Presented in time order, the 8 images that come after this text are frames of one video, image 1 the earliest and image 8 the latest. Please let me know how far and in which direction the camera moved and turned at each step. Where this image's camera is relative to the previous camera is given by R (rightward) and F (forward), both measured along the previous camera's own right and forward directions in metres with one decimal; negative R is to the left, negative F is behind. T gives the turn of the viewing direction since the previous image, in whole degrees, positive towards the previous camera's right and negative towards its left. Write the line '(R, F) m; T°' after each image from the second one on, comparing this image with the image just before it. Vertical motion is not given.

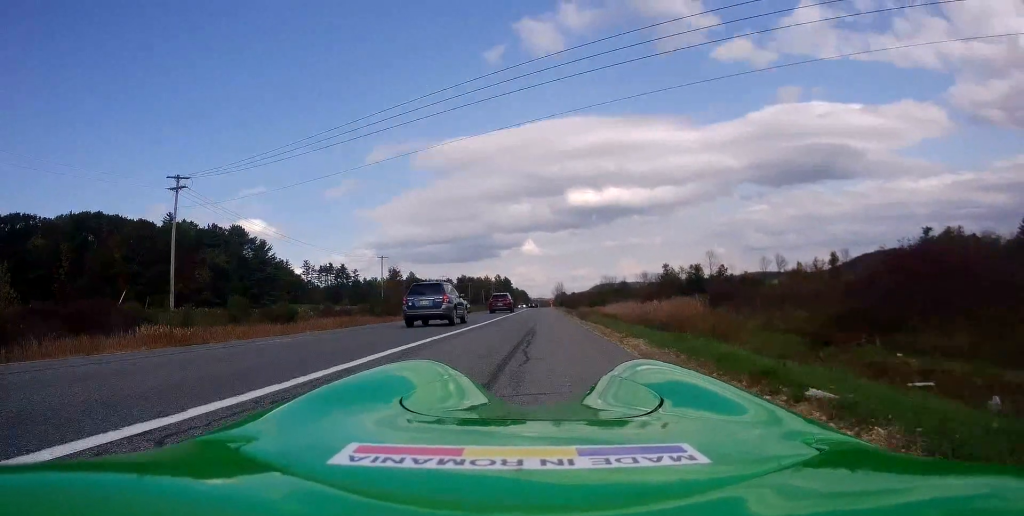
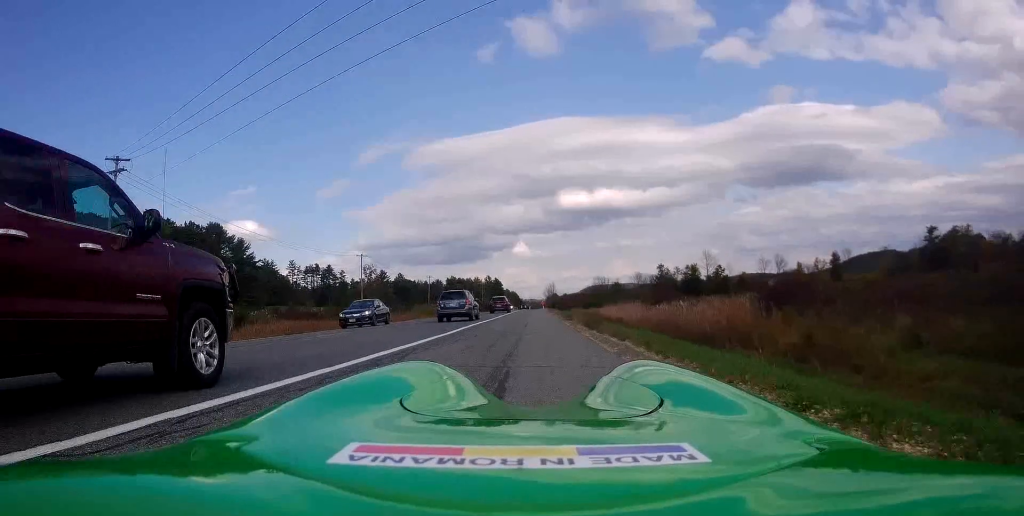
(+0.2, +8.5) m; 0°
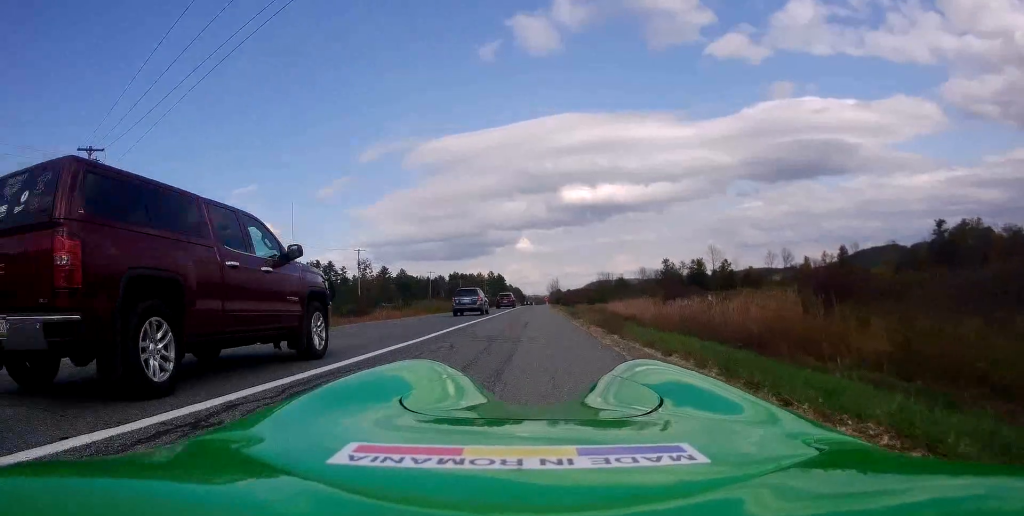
(-0.2, +4.3) m; +1°
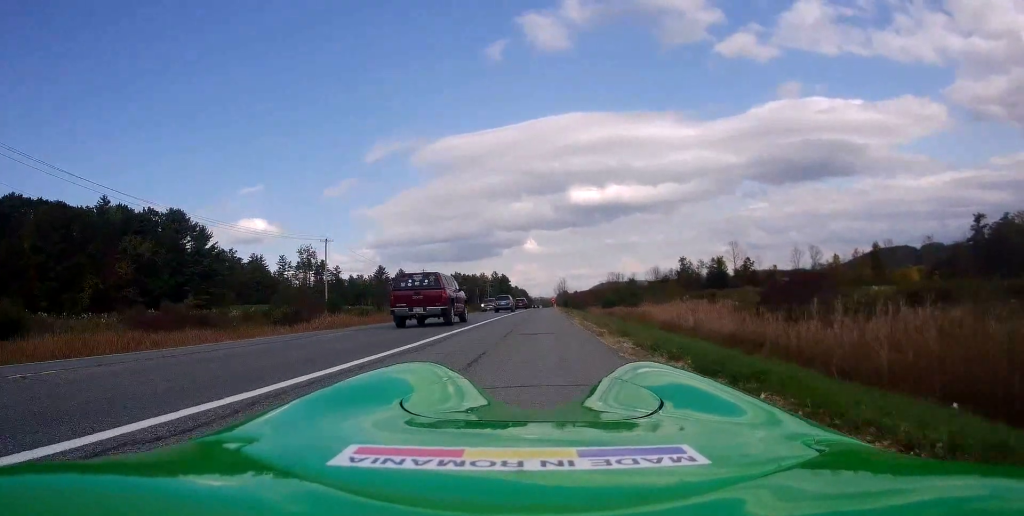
(-0.4, +20.8) m; -1°
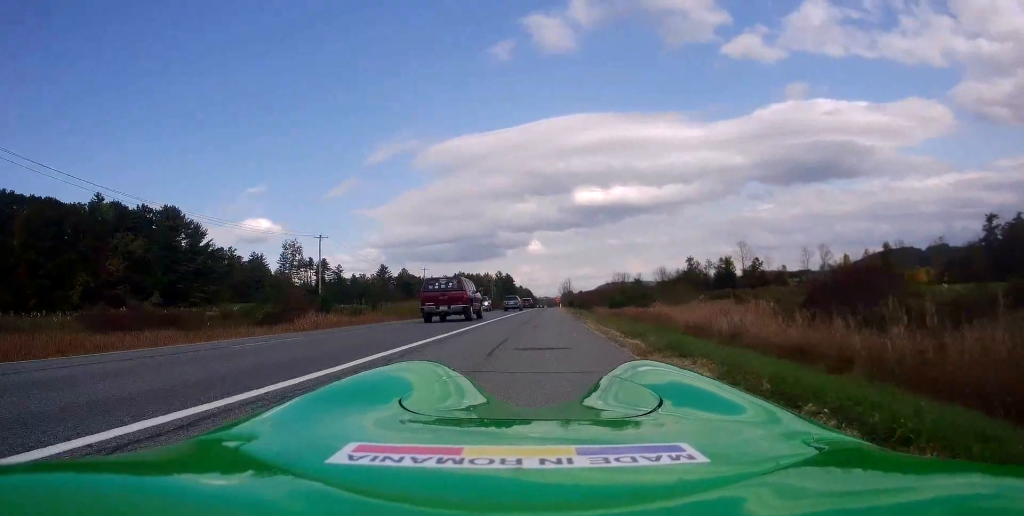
(+0.2, +4.6) m; +1°
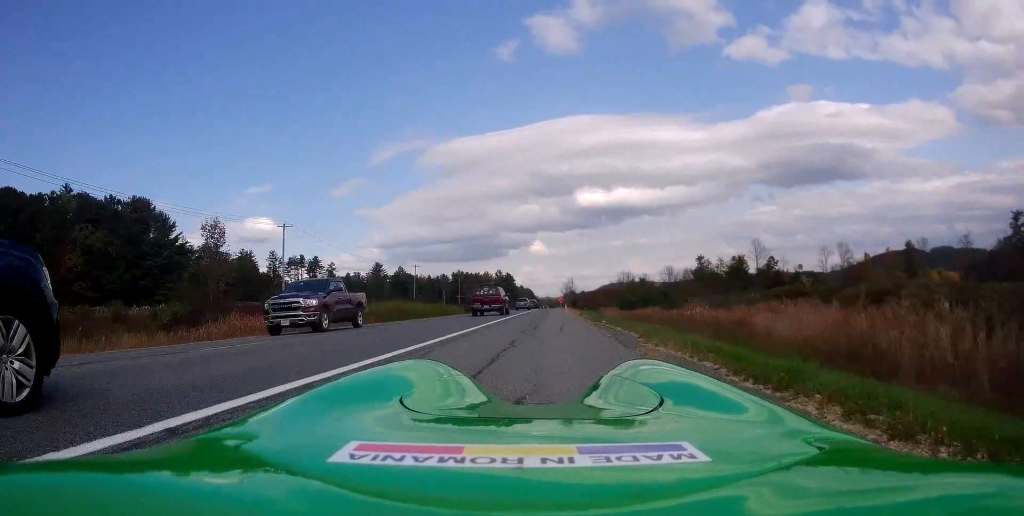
(+0.1, +13.7) m; 0°
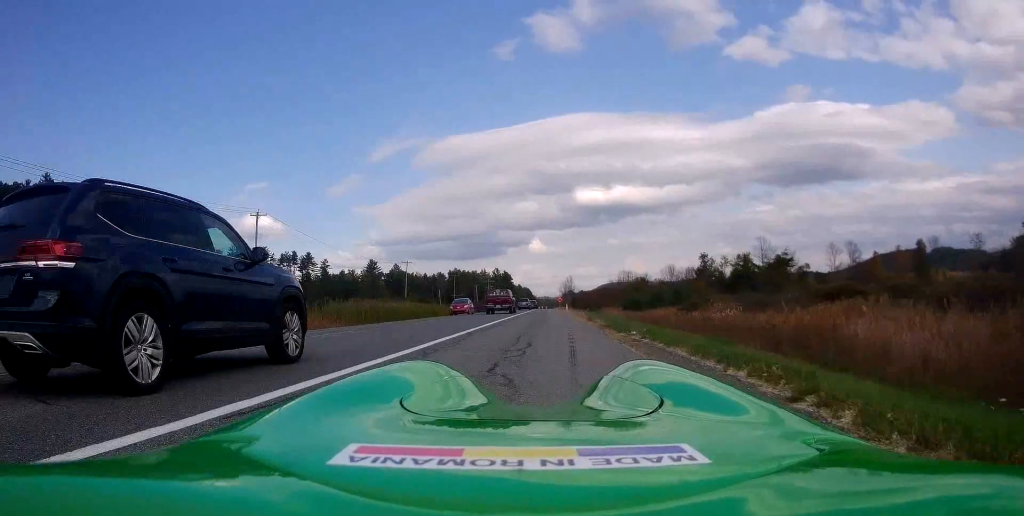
(+0.1, +7.2) m; +1°
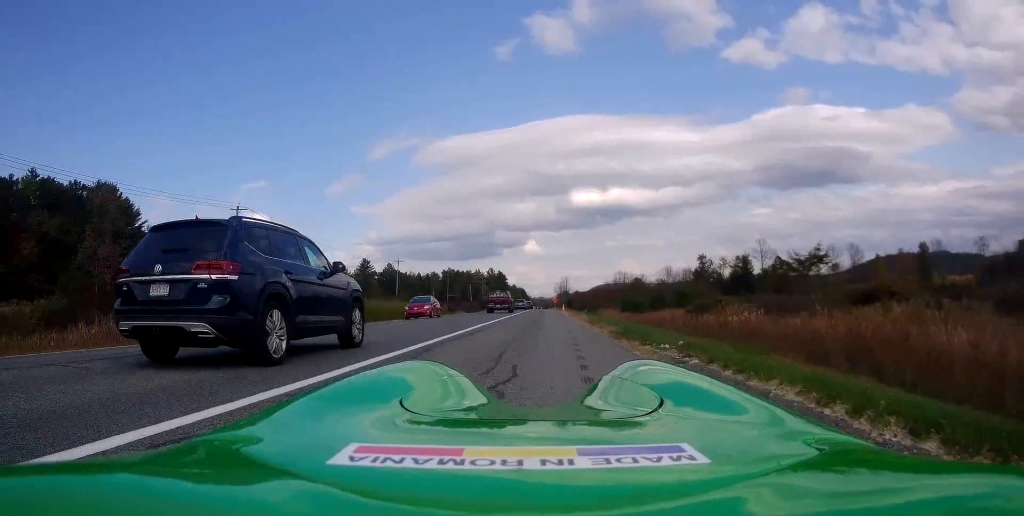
(+0.1, +4.2) m; +1°
